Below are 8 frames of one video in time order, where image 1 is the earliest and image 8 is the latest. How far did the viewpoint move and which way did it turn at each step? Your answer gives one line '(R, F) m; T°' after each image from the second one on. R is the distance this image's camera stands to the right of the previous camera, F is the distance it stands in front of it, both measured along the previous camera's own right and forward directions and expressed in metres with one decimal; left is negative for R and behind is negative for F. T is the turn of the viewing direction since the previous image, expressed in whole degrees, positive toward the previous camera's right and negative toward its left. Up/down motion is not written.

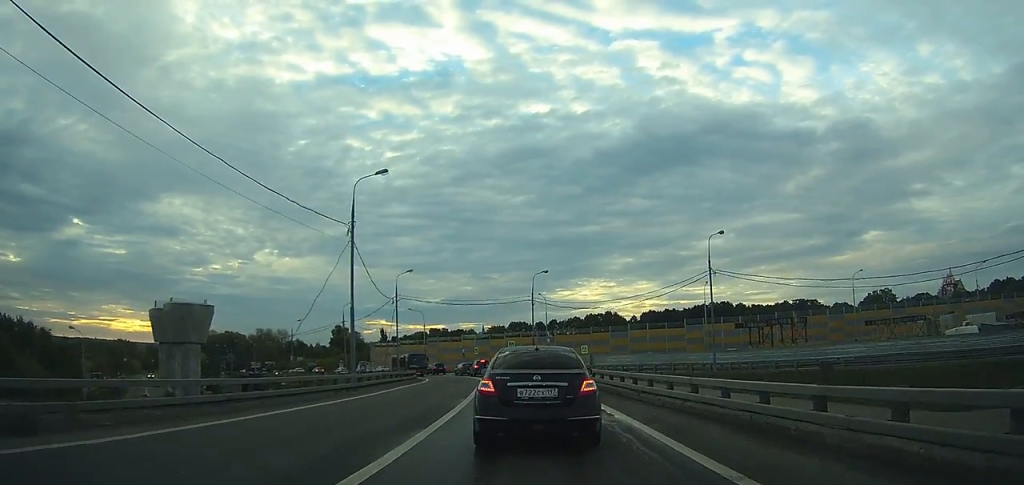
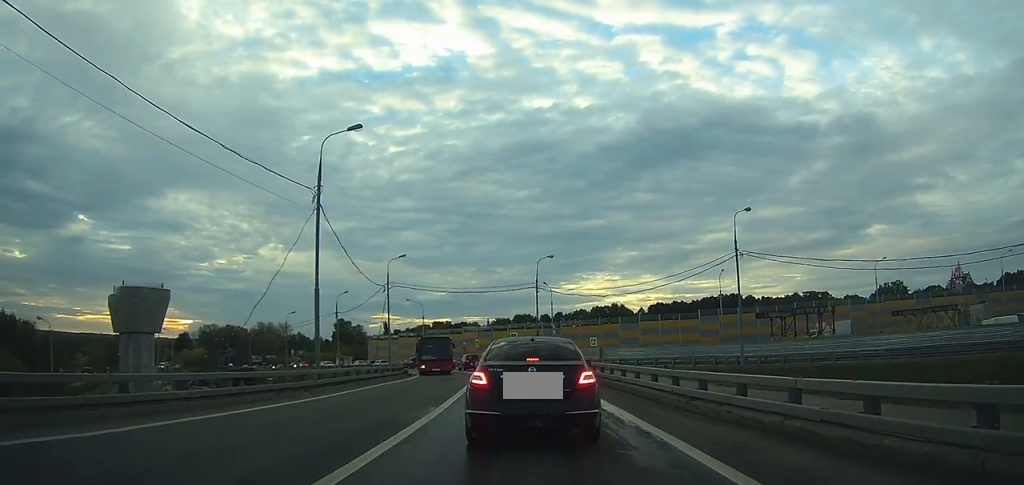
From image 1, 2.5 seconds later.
(+0.1, +5.4) m; +3°
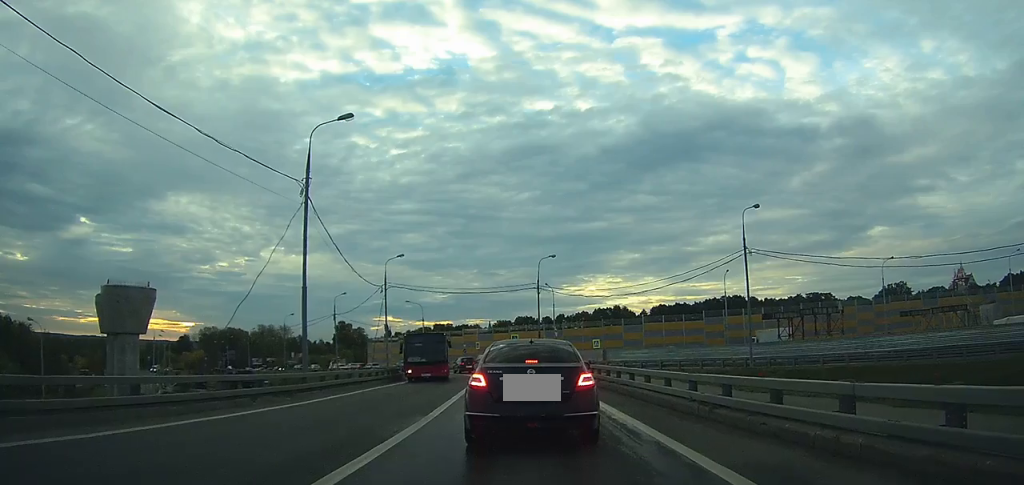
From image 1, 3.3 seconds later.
(+0.1, +1.6) m; 0°
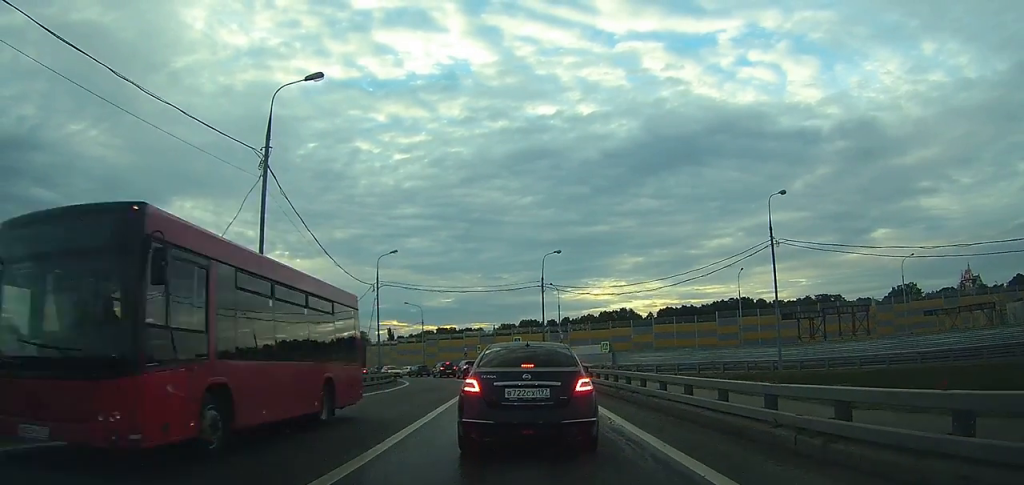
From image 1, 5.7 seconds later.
(-0.1, +4.7) m; -2°
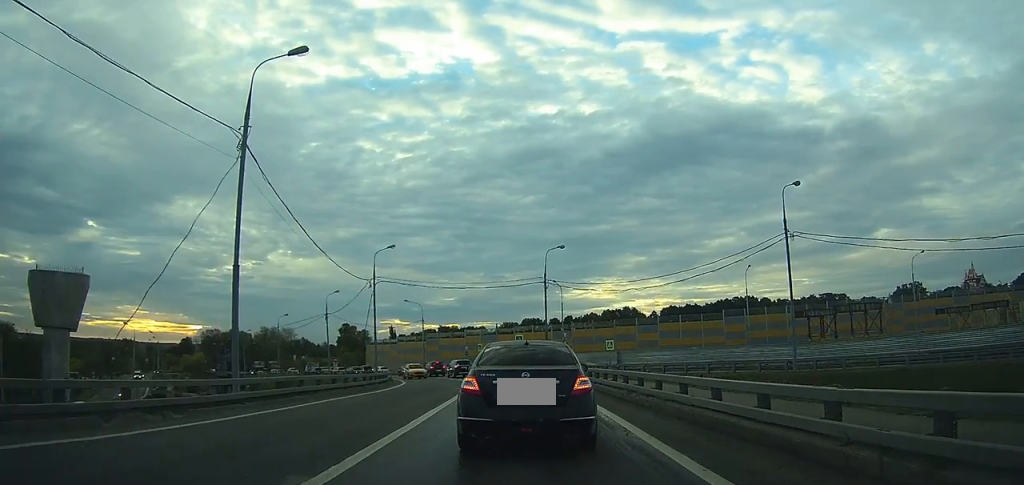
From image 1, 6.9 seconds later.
(0.0, +2.3) m; -2°
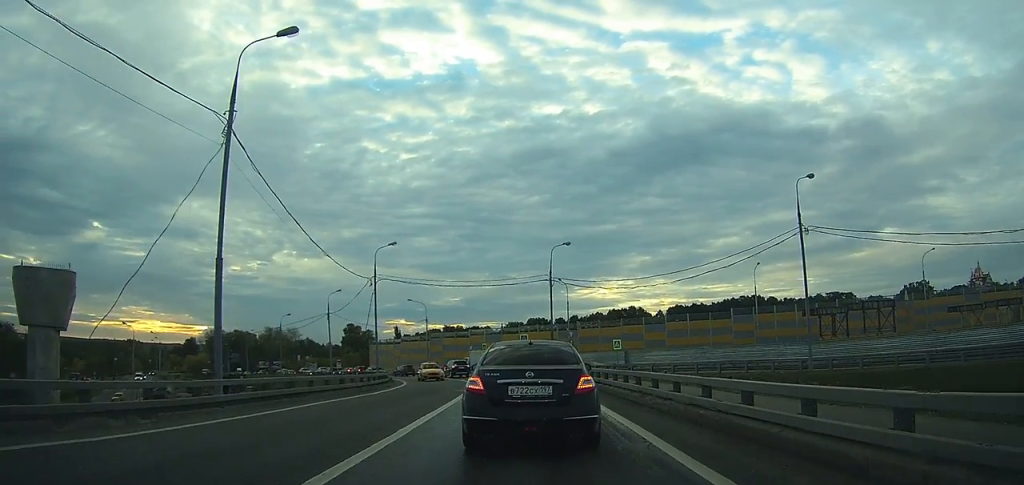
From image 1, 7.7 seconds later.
(+0.1, +1.6) m; -2°
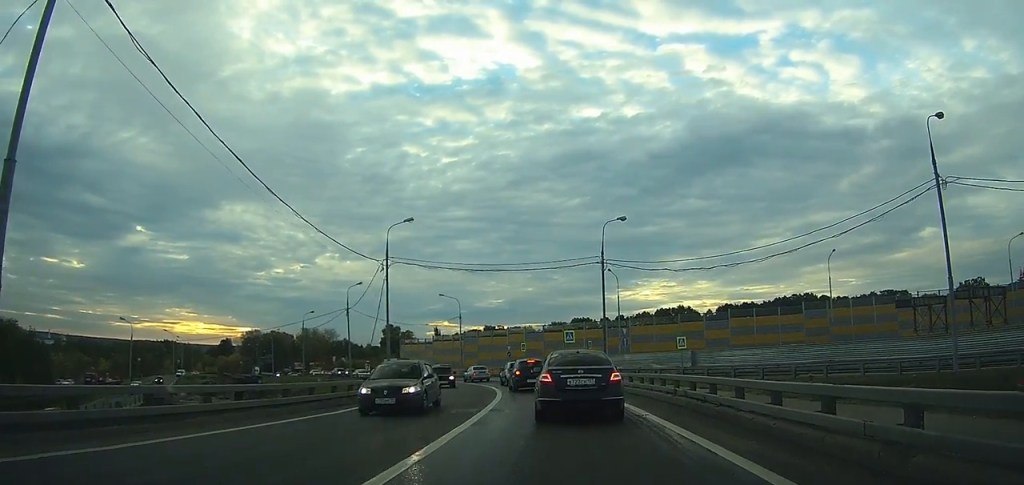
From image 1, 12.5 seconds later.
(-0.9, +11.6) m; -5°
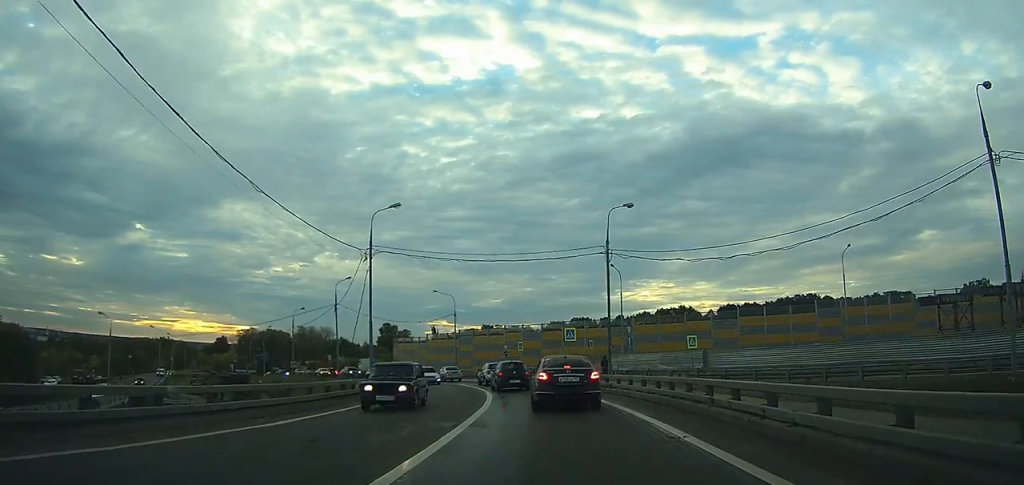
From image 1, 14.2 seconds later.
(0.0, +5.9) m; -2°
